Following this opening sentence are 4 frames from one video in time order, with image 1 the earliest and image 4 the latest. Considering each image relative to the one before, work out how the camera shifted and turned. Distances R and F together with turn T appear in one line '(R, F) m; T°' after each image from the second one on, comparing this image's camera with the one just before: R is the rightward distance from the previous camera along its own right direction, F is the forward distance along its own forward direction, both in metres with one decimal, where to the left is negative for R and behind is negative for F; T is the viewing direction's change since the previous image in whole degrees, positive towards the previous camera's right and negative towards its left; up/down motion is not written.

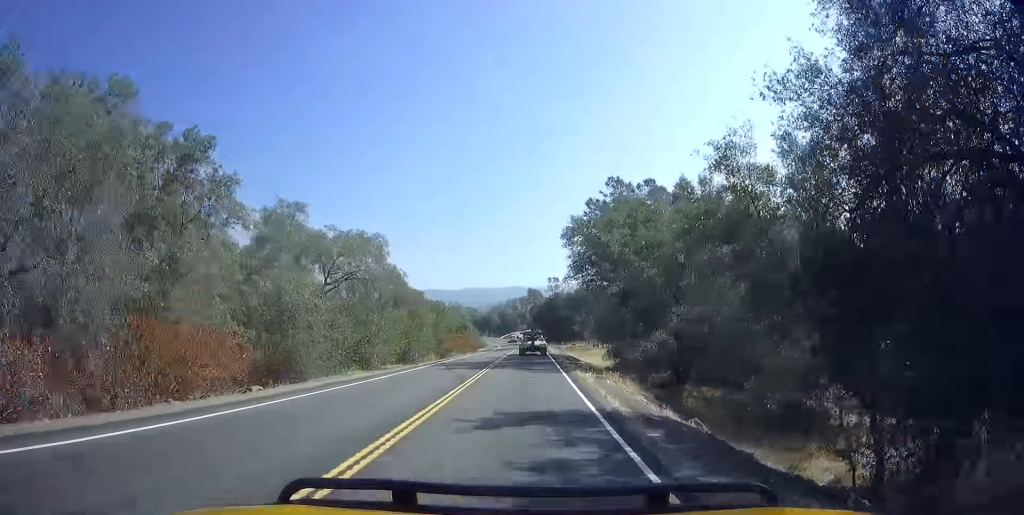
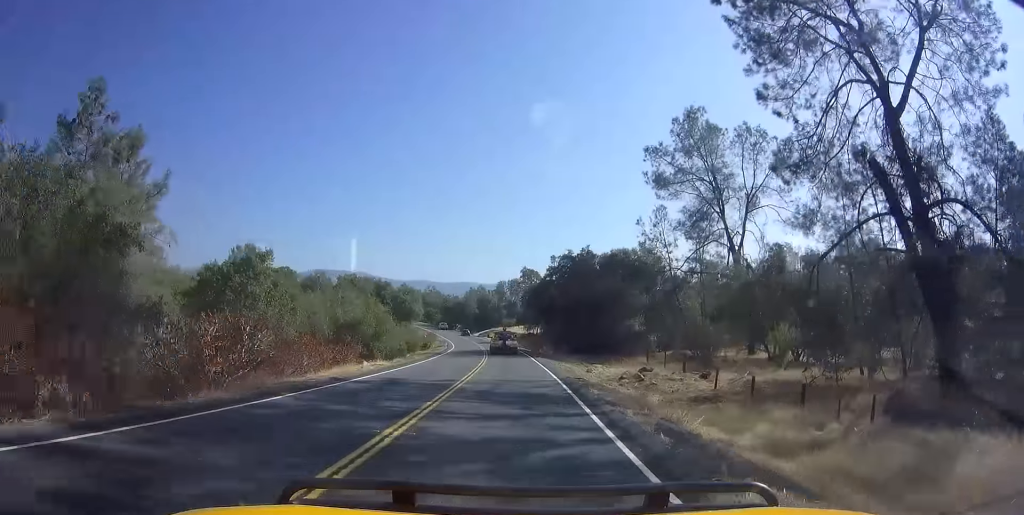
(+2.2, +63.8) m; +2°
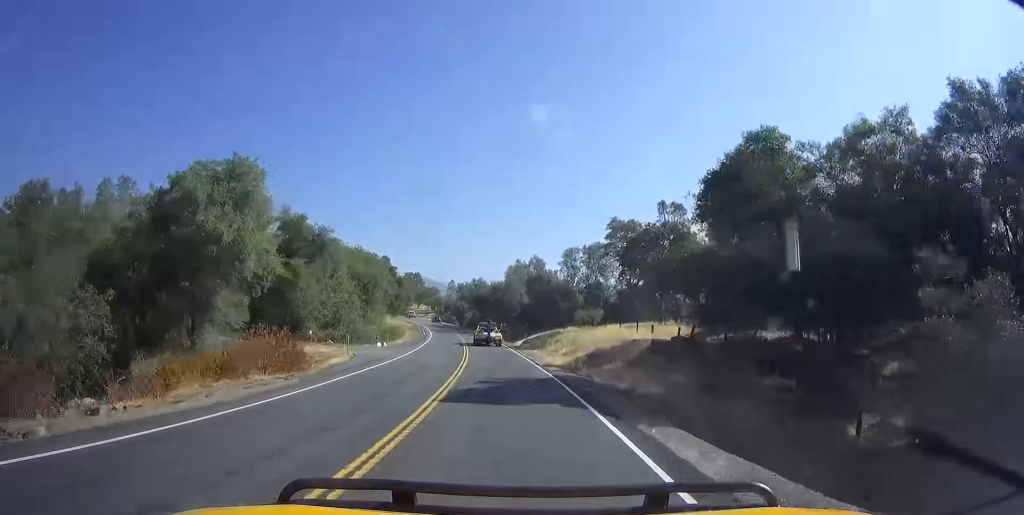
(-3.9, +68.9) m; -8°
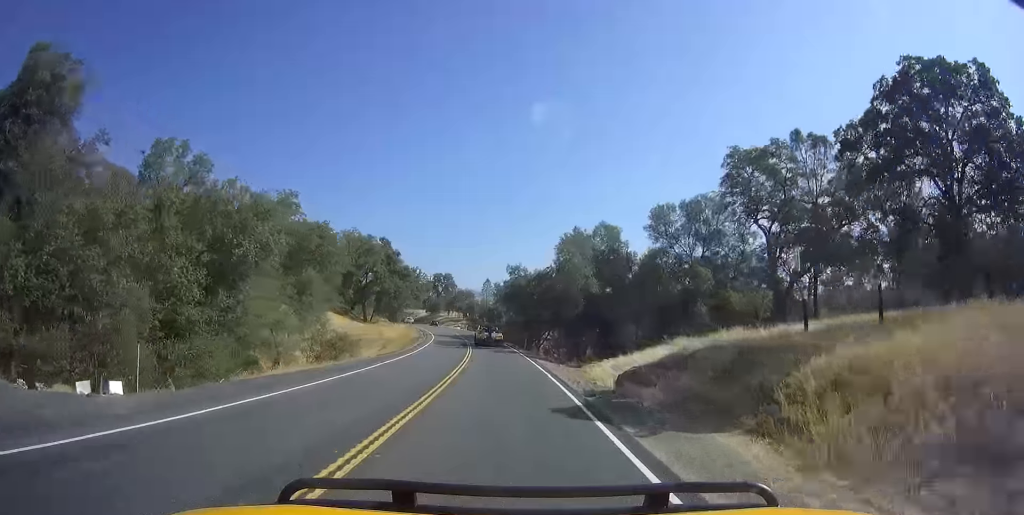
(-1.4, +34.7) m; -4°
